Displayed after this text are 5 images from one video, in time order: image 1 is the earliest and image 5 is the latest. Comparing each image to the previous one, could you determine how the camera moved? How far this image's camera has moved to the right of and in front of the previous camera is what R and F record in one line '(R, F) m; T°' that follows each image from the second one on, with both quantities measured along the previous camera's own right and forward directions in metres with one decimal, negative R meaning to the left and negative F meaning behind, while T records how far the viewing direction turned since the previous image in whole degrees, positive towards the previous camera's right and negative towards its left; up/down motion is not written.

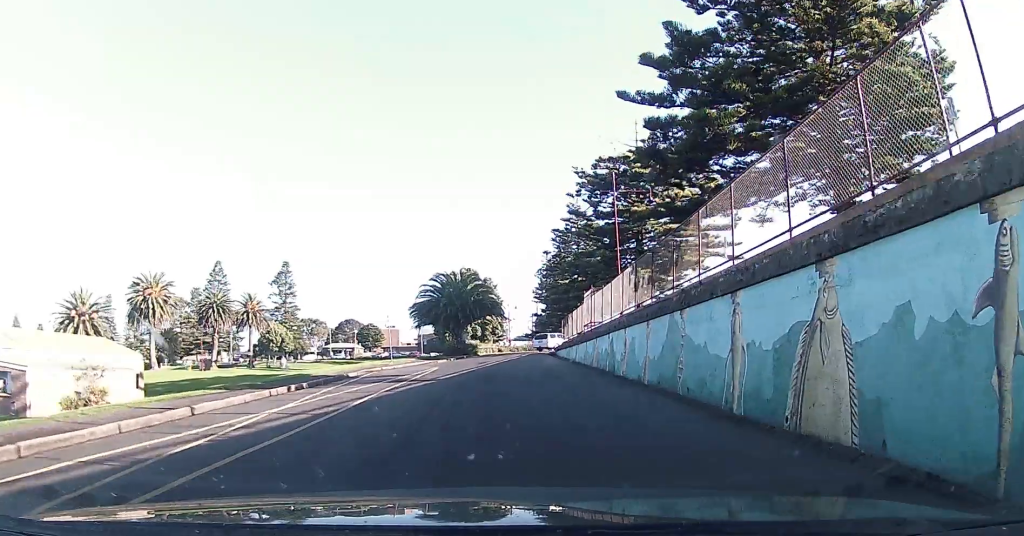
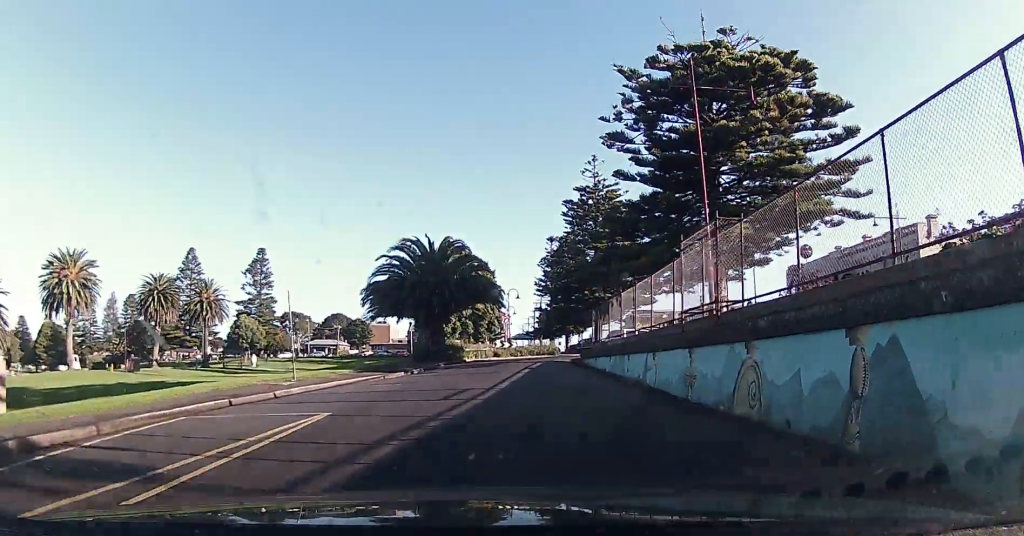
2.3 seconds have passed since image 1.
(+0.6, +17.8) m; +4°
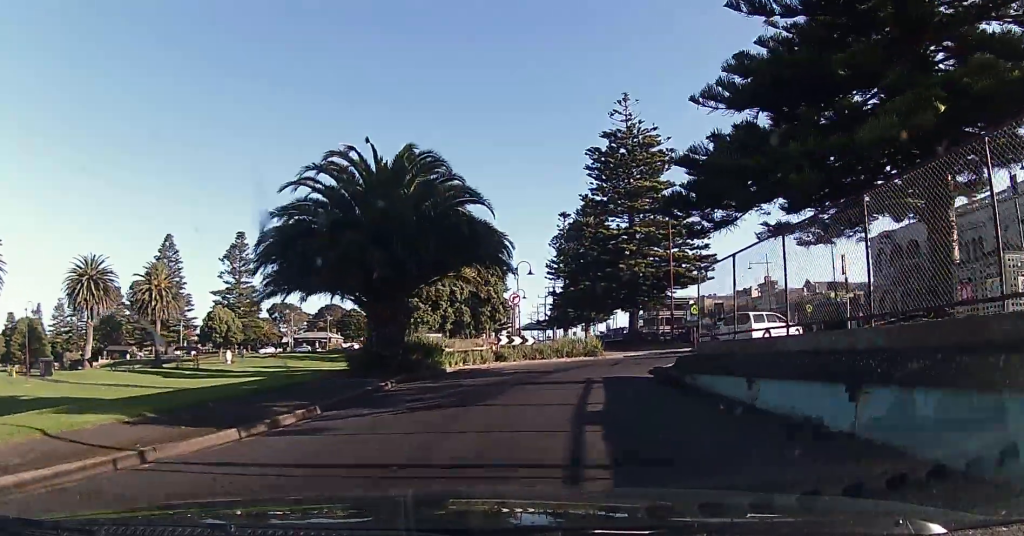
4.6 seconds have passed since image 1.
(-1.3, +17.6) m; -2°
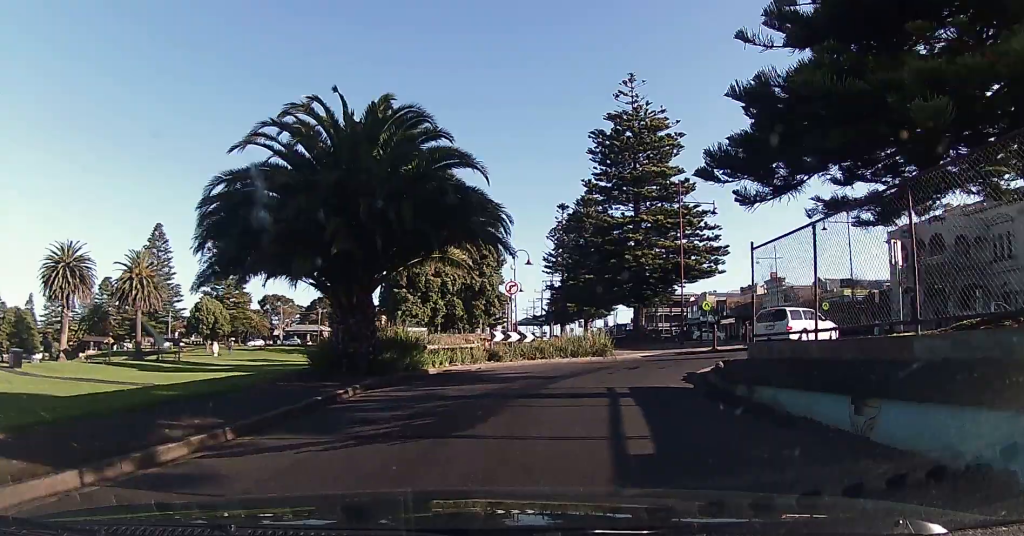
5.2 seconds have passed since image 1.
(+0.2, +3.9) m; 0°
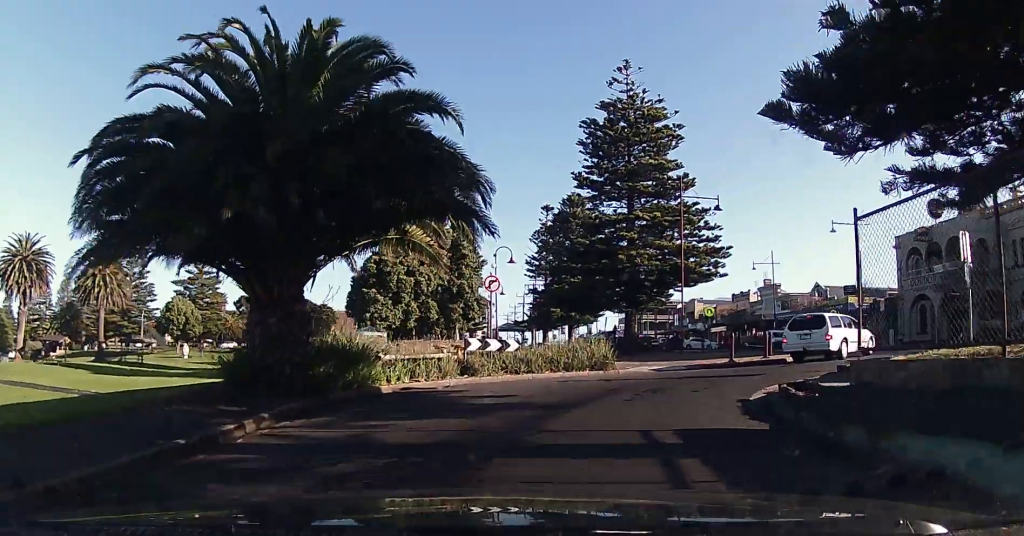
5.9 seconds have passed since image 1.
(0.0, +4.8) m; -1°
